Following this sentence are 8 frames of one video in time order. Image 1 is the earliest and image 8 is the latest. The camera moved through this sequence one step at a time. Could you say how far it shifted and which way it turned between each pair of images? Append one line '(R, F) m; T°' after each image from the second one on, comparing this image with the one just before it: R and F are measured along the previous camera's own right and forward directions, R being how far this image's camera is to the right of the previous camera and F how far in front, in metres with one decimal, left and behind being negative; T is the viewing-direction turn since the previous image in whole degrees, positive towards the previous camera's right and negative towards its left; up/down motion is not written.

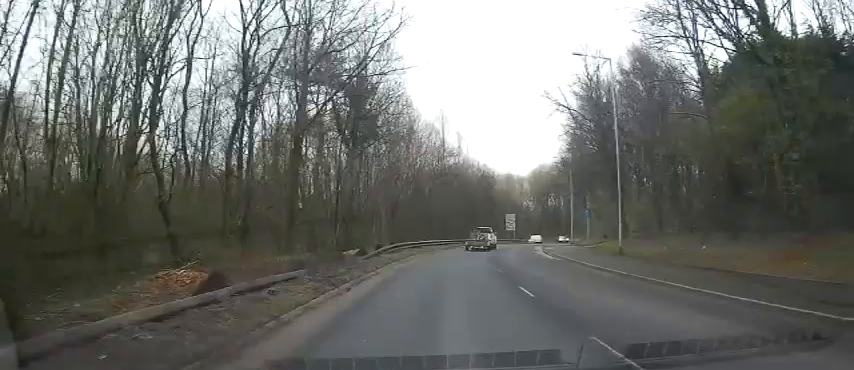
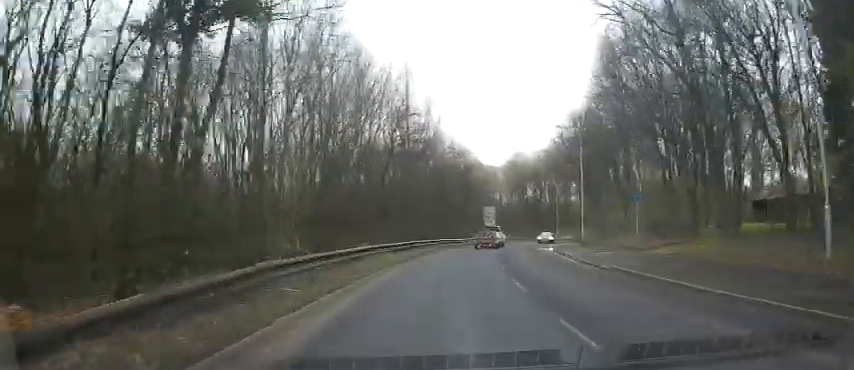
(+1.3, +16.2) m; -9°
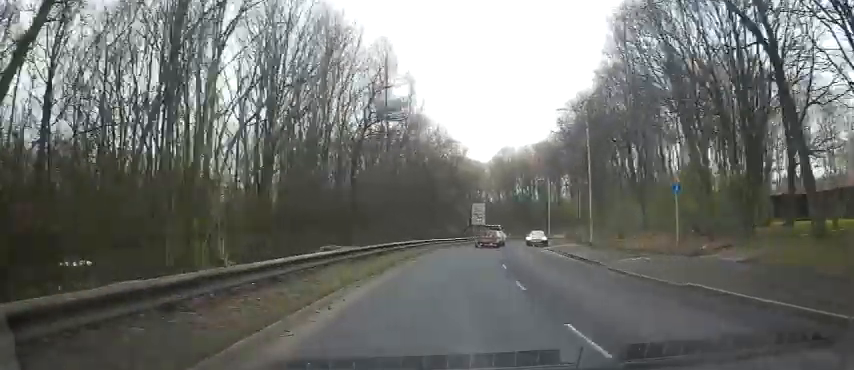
(-2.4, +6.7) m; -4°
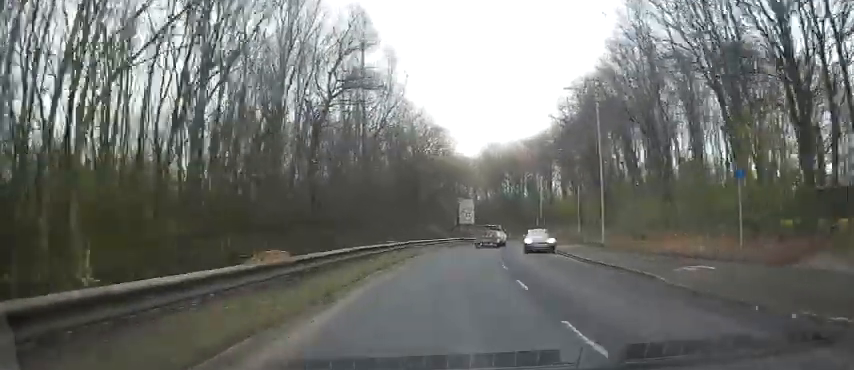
(+0.4, +6.2) m; +4°
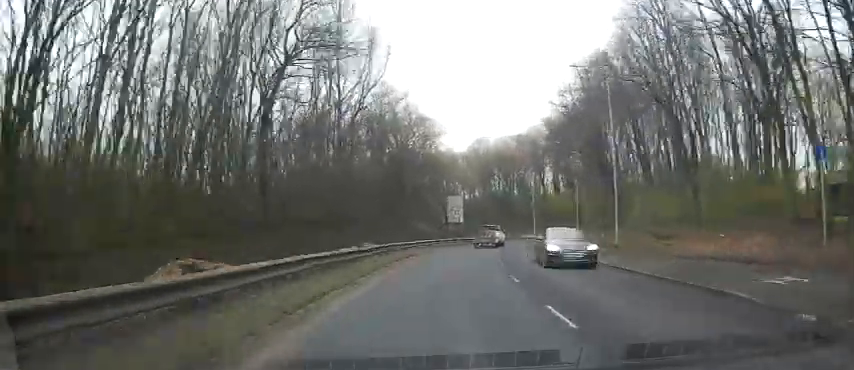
(+0.8, +4.7) m; +6°
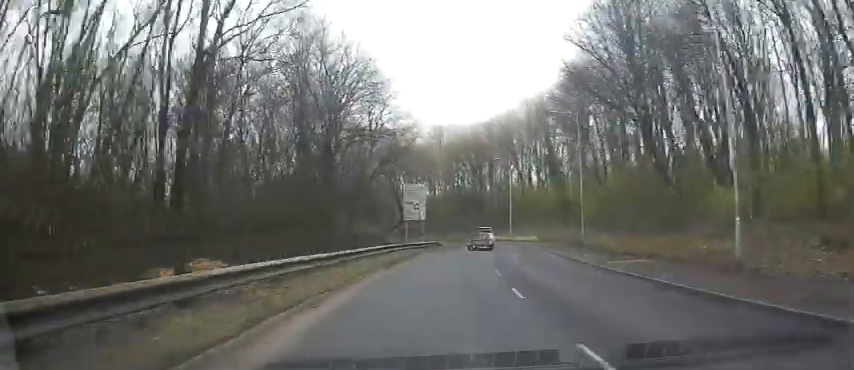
(+0.7, +14.5) m; +1°
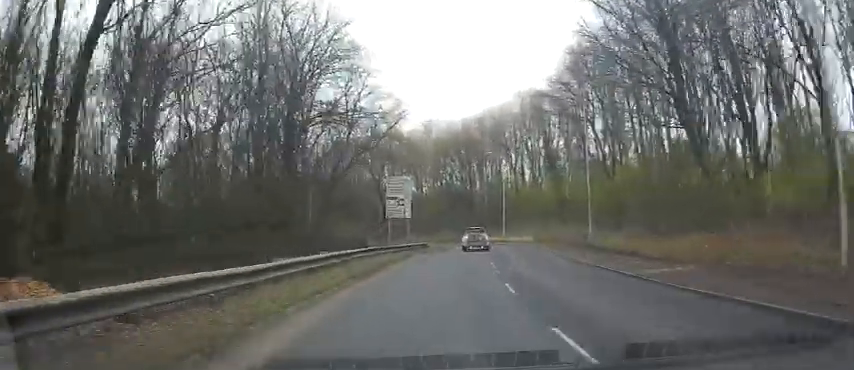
(-0.4, +2.2) m; +4°
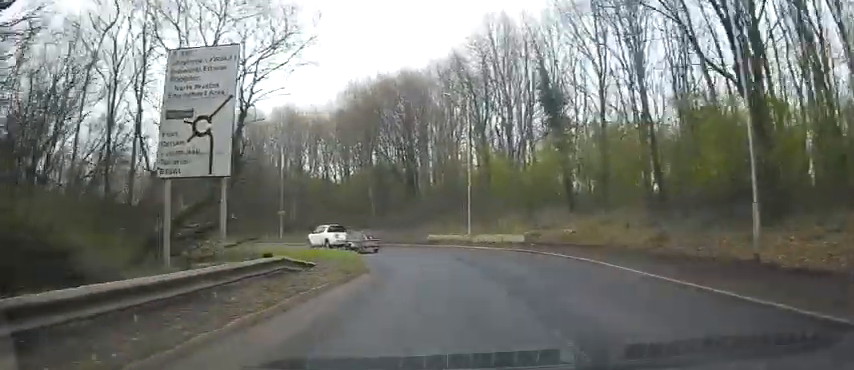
(+3.4, +25.0) m; +13°
